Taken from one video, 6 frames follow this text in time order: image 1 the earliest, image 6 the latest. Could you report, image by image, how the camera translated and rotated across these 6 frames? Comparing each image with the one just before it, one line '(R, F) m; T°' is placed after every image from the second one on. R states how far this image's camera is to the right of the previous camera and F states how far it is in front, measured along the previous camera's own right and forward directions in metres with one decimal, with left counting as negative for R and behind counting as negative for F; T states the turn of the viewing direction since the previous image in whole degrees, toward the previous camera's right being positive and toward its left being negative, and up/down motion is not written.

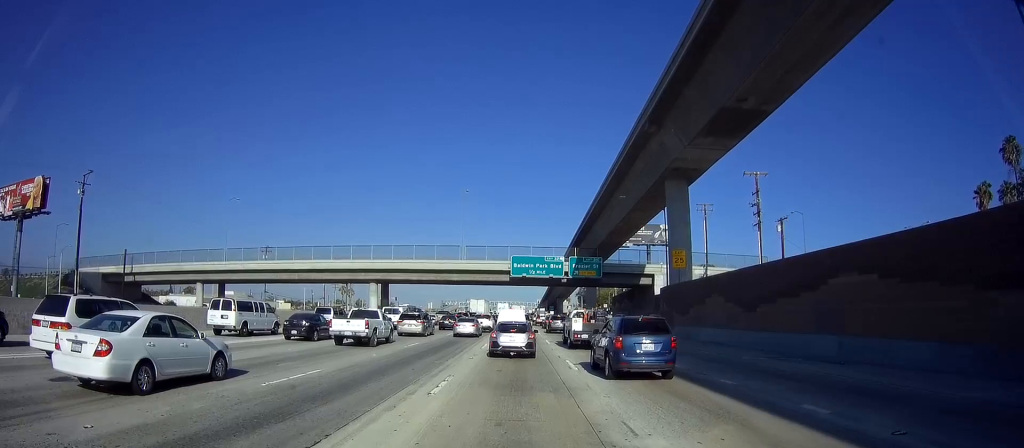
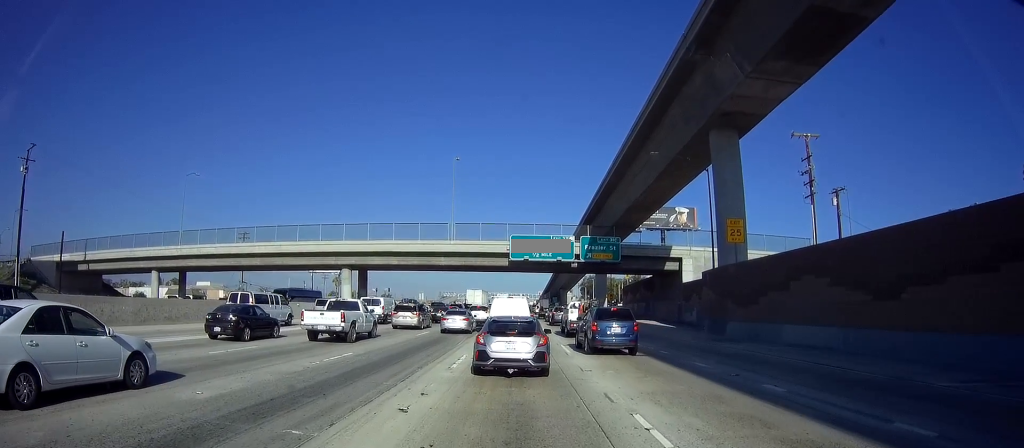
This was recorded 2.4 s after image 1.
(+0.3, +8.9) m; 0°
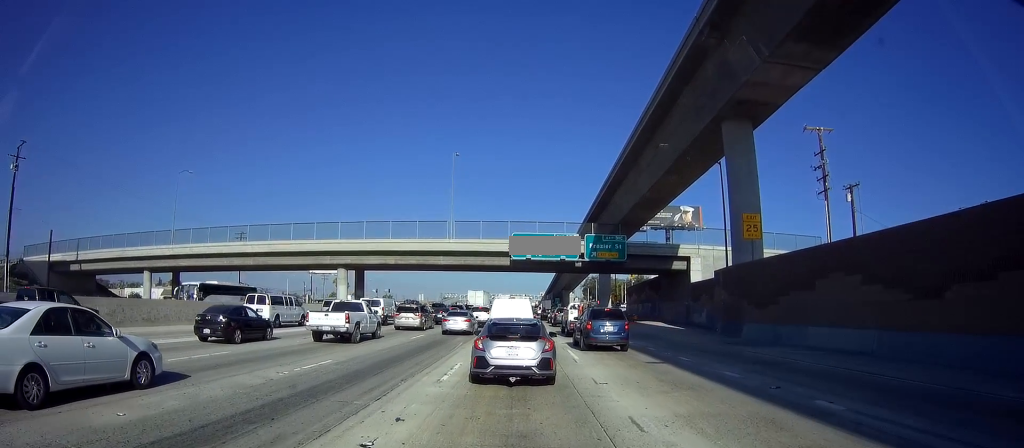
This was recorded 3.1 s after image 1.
(0.0, +1.8) m; -1°
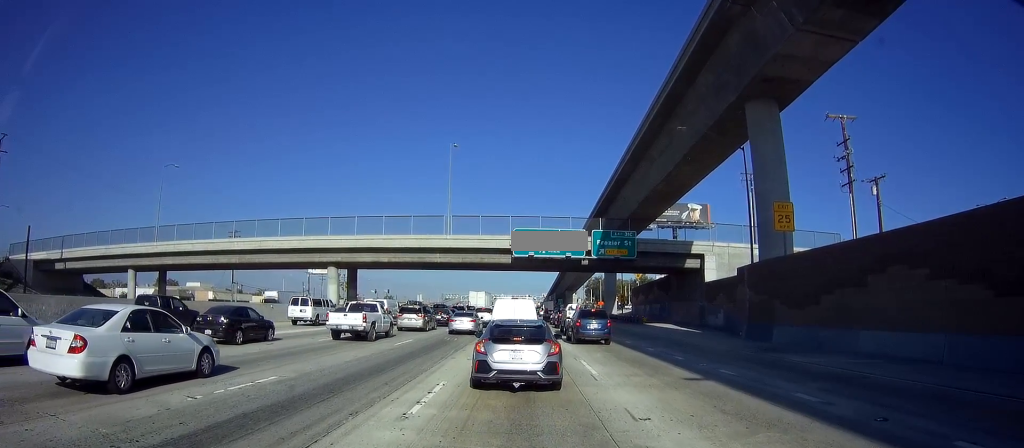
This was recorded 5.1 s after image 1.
(+0.2, +2.8) m; +2°
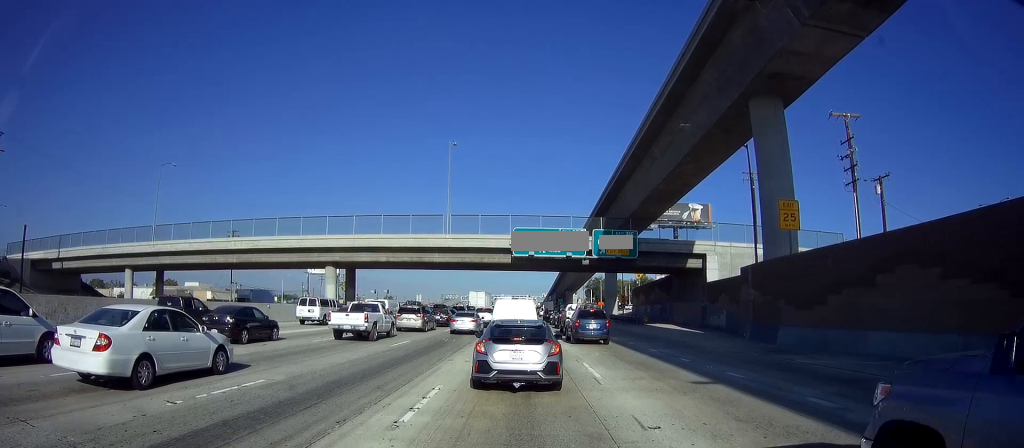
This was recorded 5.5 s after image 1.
(+0.1, +0.5) m; 0°
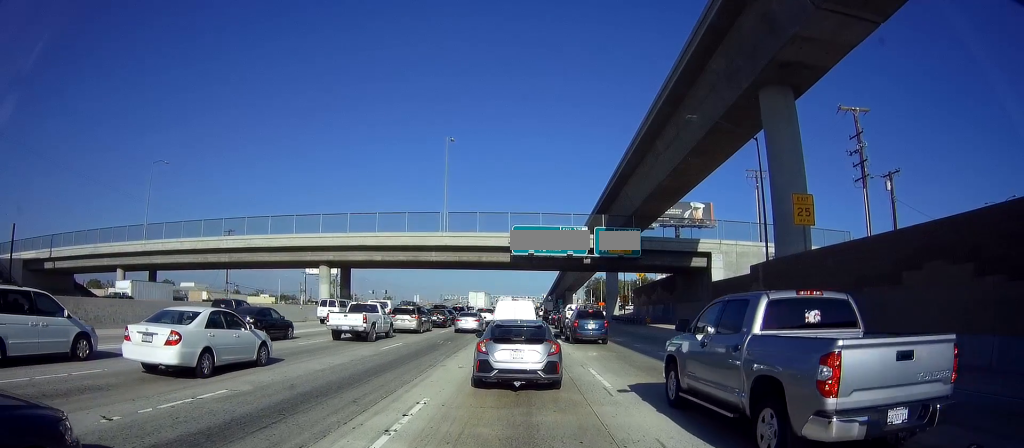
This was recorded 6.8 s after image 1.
(-0.3, +1.2) m; 0°
